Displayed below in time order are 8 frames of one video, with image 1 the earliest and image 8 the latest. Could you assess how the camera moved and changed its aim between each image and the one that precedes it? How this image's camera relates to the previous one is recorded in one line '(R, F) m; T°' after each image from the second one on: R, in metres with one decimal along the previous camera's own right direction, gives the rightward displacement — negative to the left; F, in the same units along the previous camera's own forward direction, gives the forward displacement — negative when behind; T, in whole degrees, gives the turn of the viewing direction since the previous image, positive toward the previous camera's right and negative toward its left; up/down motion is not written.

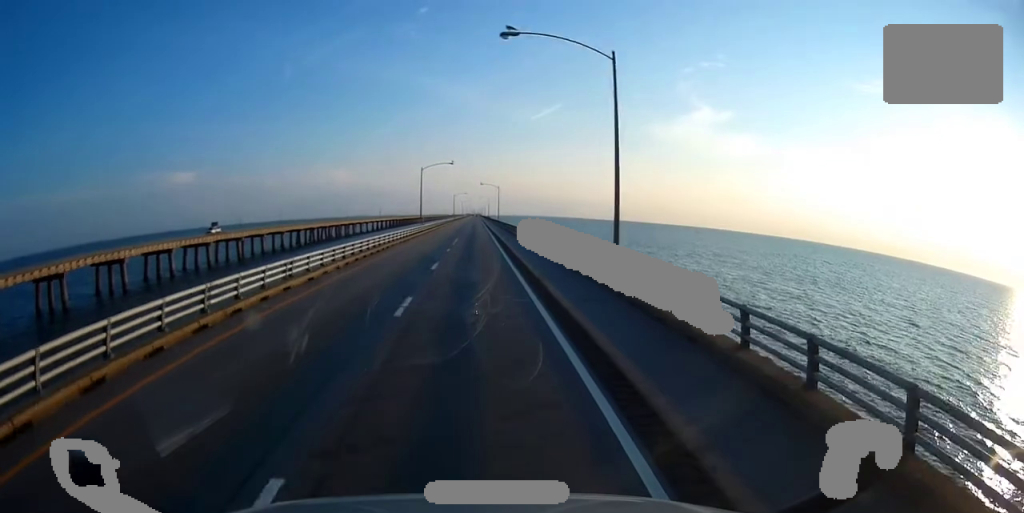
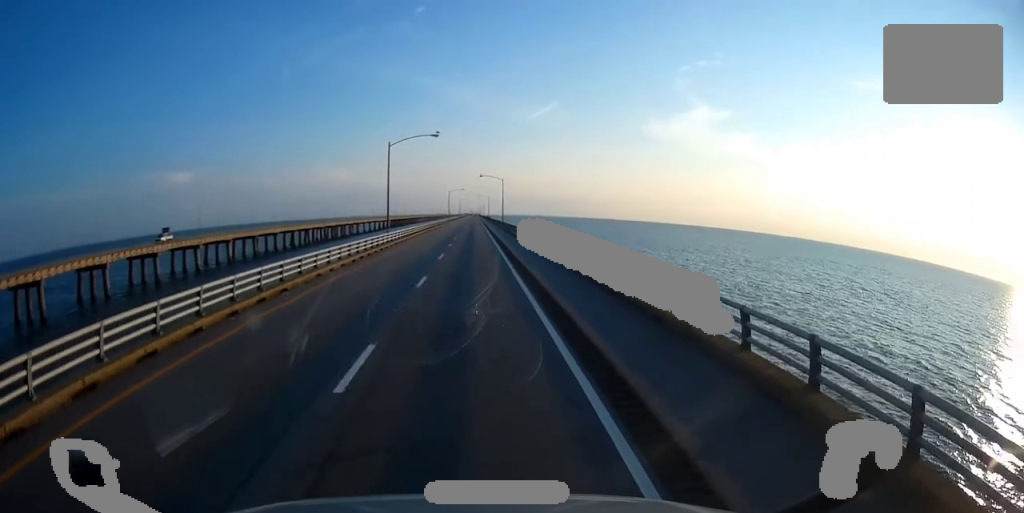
(-0.1, +29.5) m; 0°
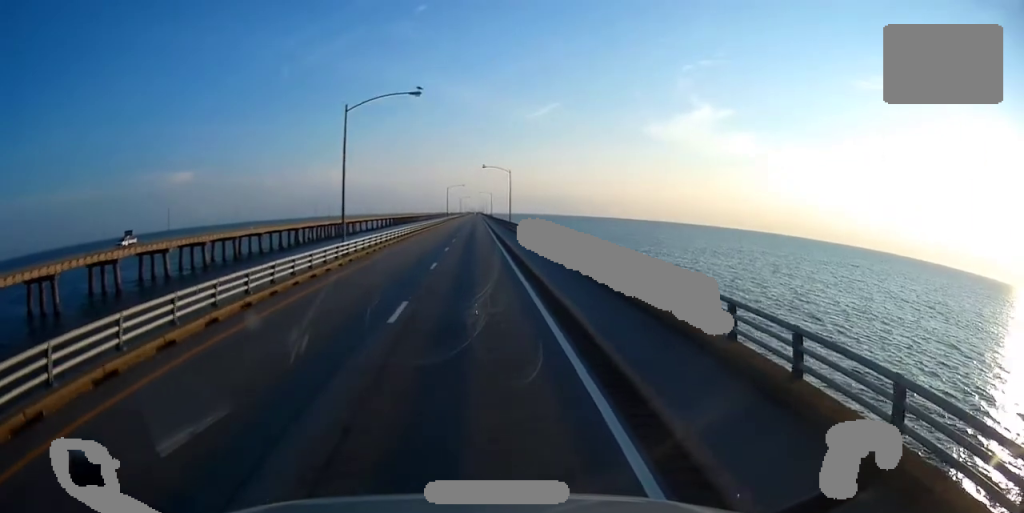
(+0.2, +18.9) m; 0°
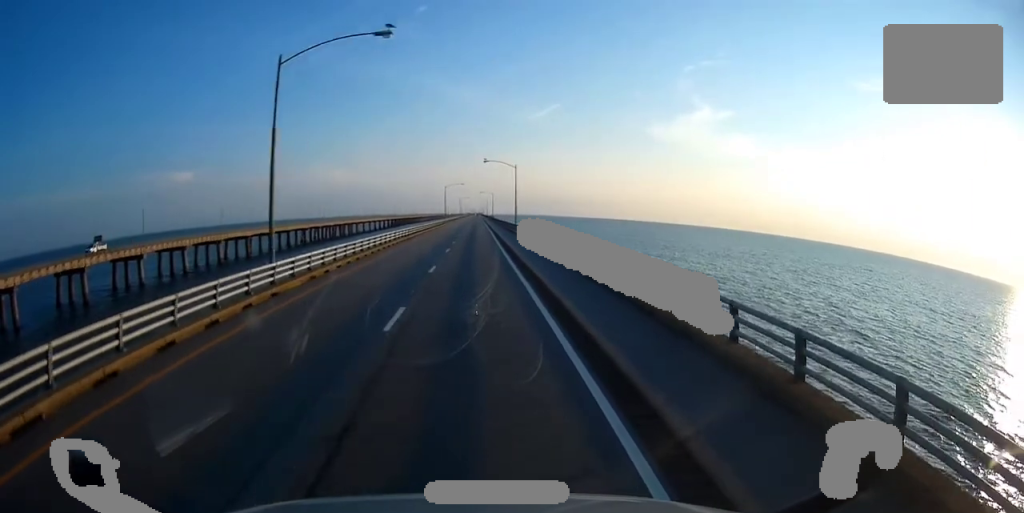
(-0.1, +12.6) m; 0°
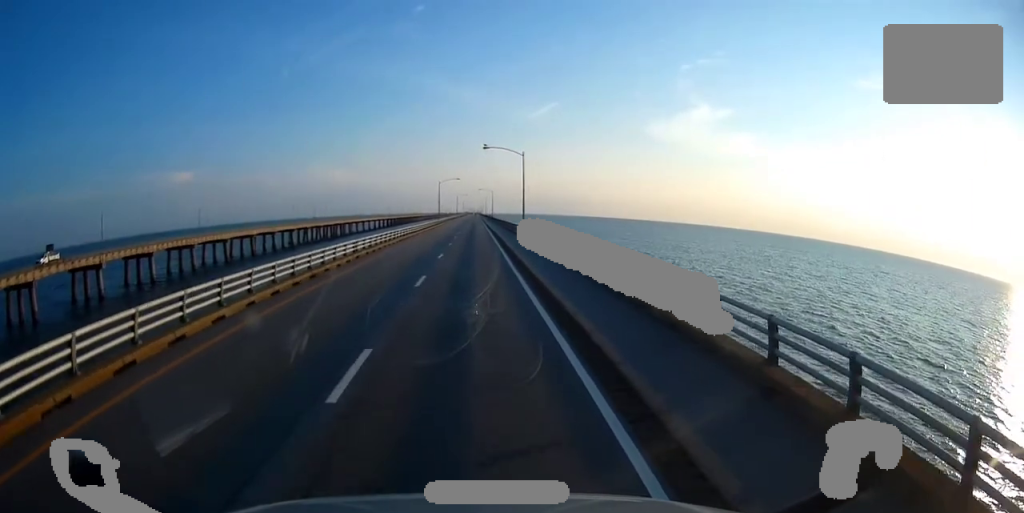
(0.0, +16.8) m; 0°
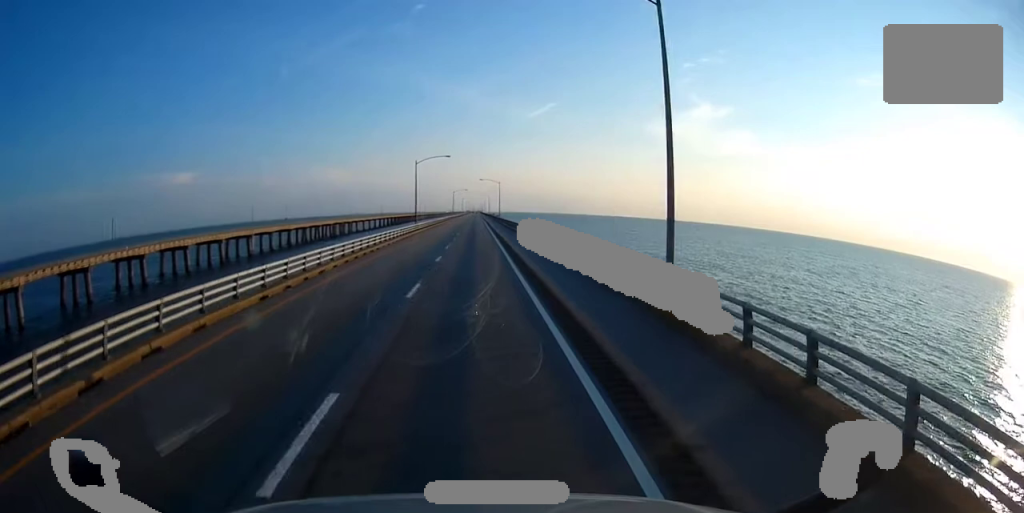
(-0.5, +50.2) m; 0°
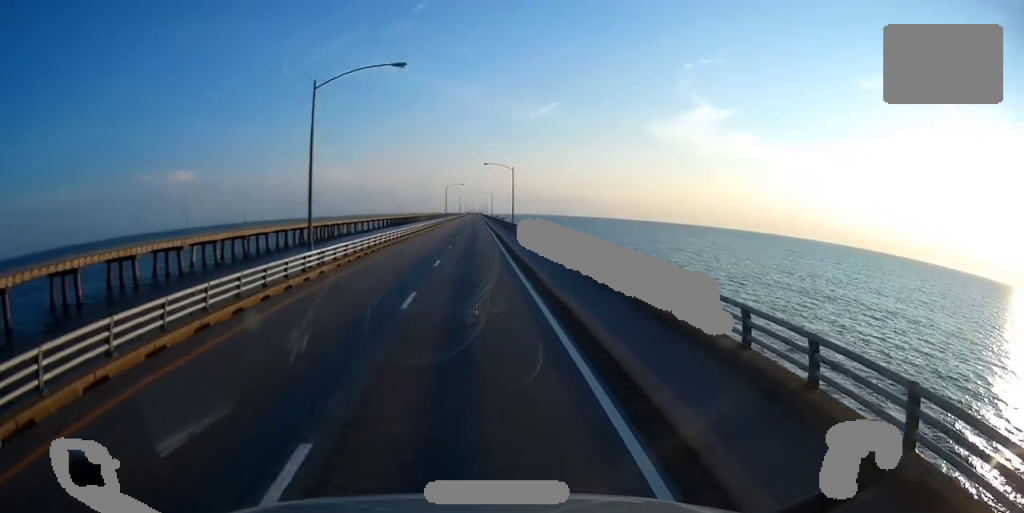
(+0.7, +49.1) m; +1°
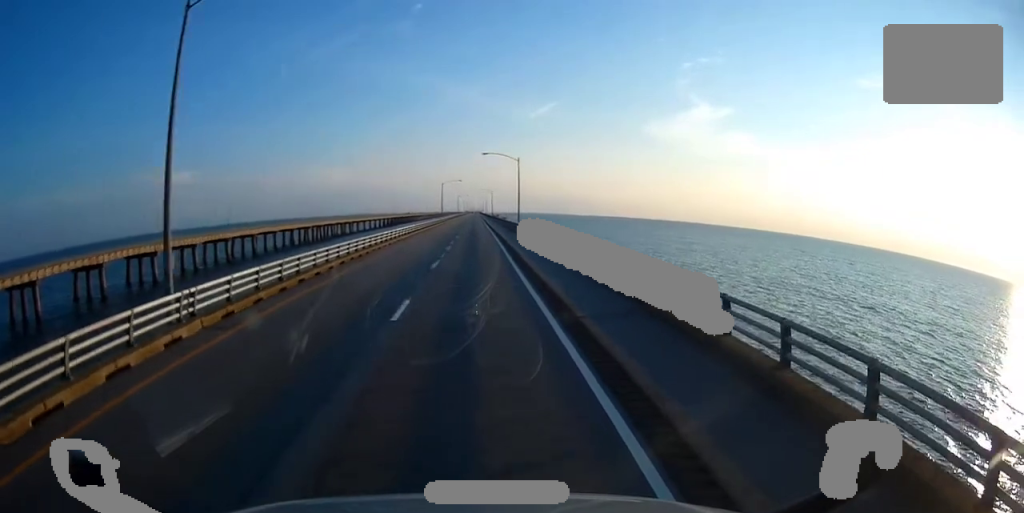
(-0.1, +13.7) m; 0°
